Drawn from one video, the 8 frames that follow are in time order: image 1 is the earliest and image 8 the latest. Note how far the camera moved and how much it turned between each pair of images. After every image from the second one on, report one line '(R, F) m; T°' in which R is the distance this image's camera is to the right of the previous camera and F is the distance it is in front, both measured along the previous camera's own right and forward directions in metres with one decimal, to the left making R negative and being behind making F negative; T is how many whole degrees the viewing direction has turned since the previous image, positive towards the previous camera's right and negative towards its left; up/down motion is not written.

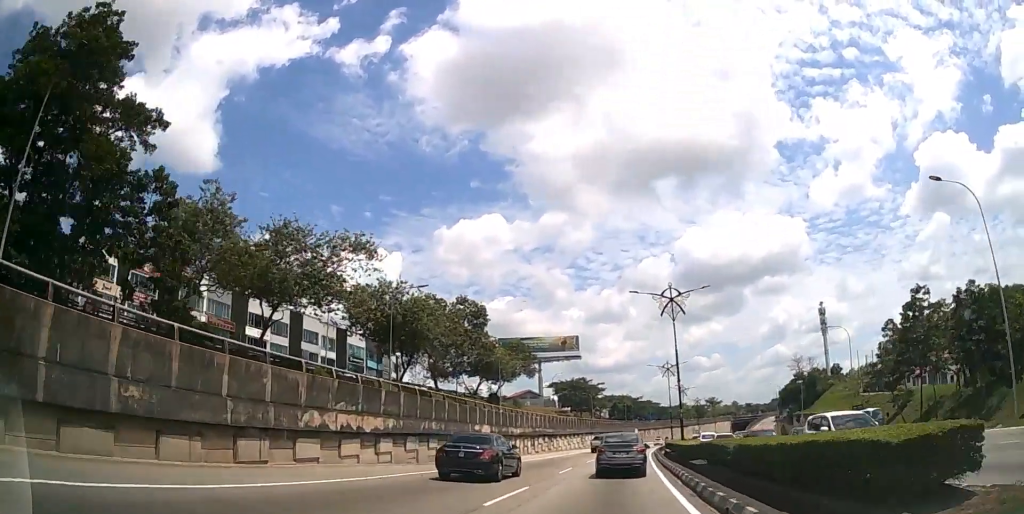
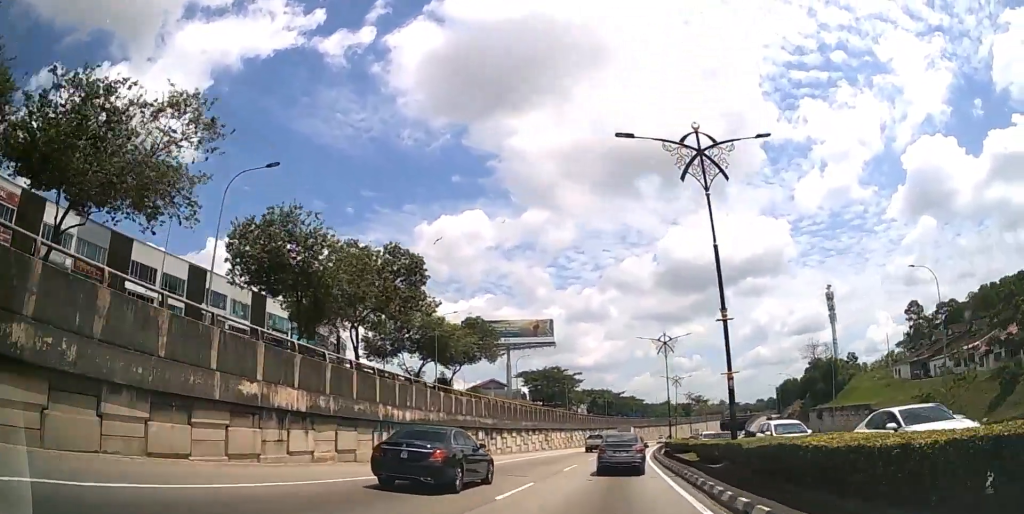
(+0.4, +23.2) m; +2°
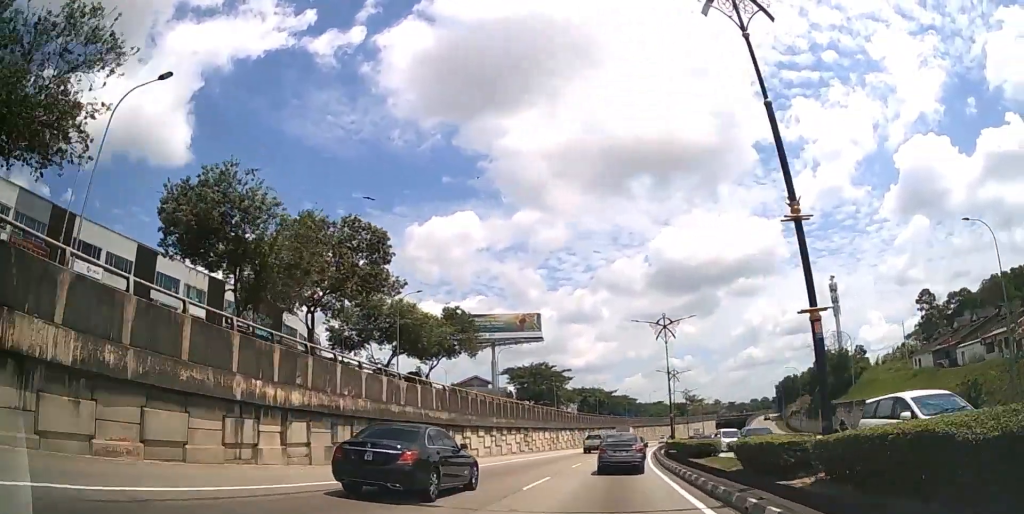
(0.0, +9.4) m; +1°
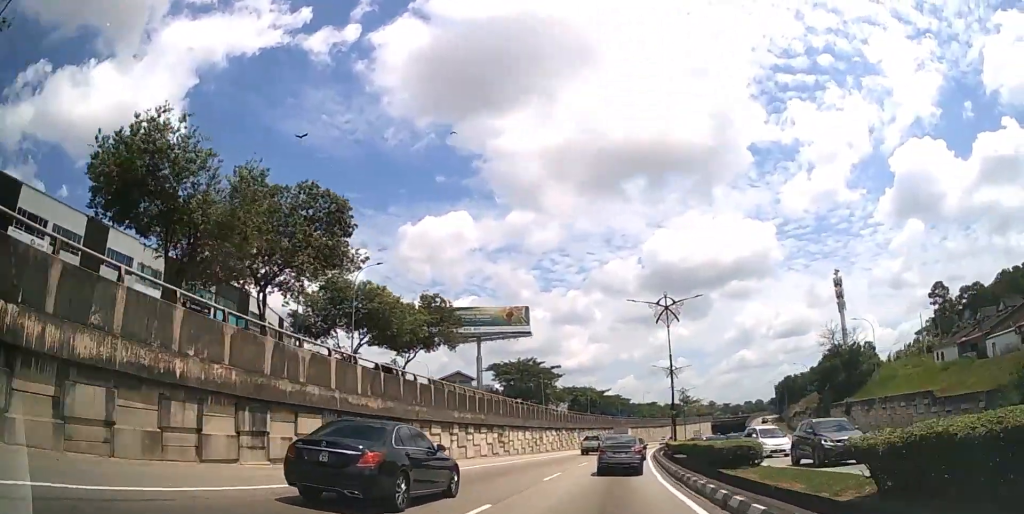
(+0.1, +8.4) m; +1°
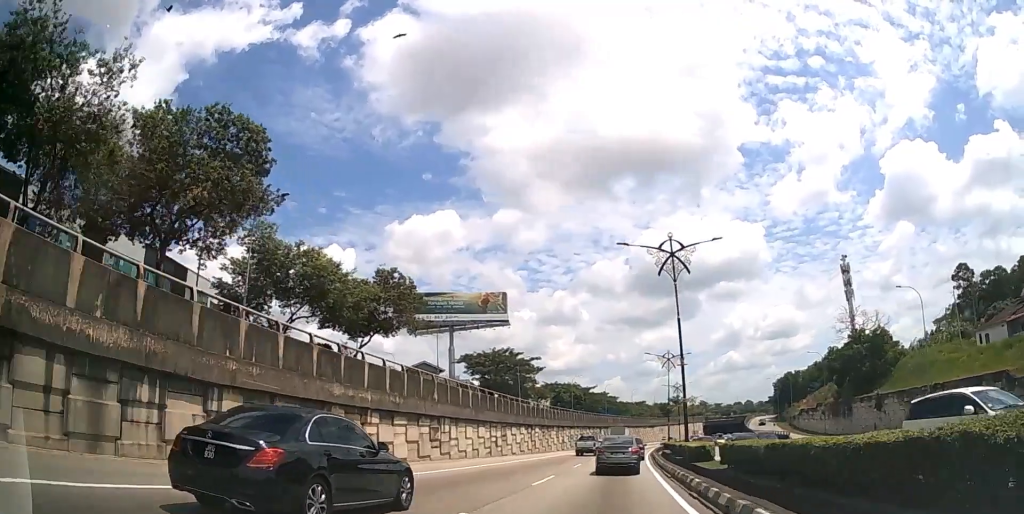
(0.0, +12.9) m; +1°
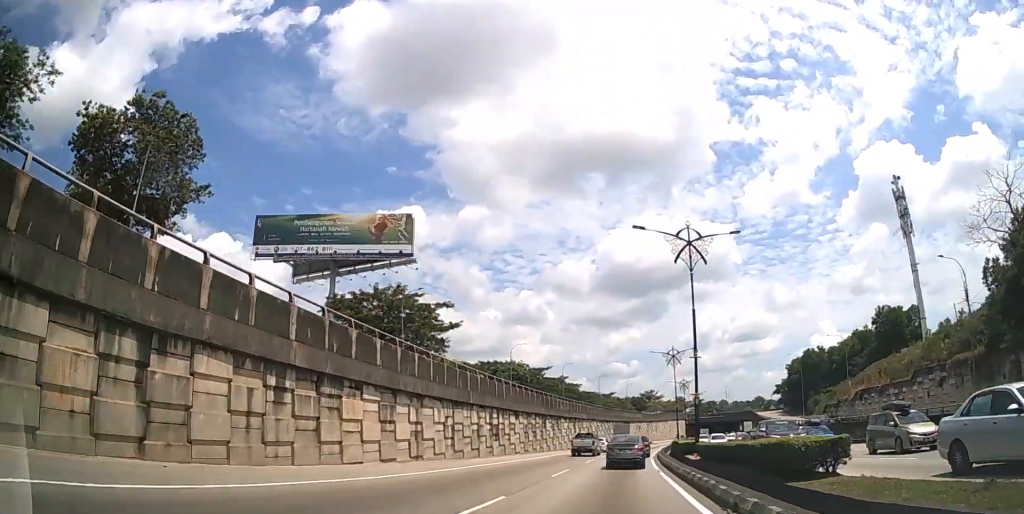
(+1.9, +44.1) m; +4°
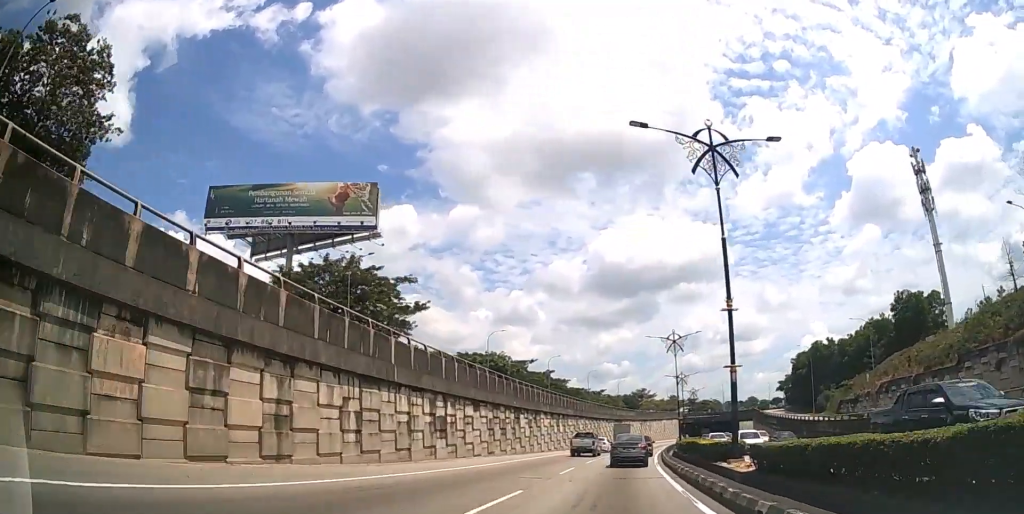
(+0.1, +11.1) m; +1°
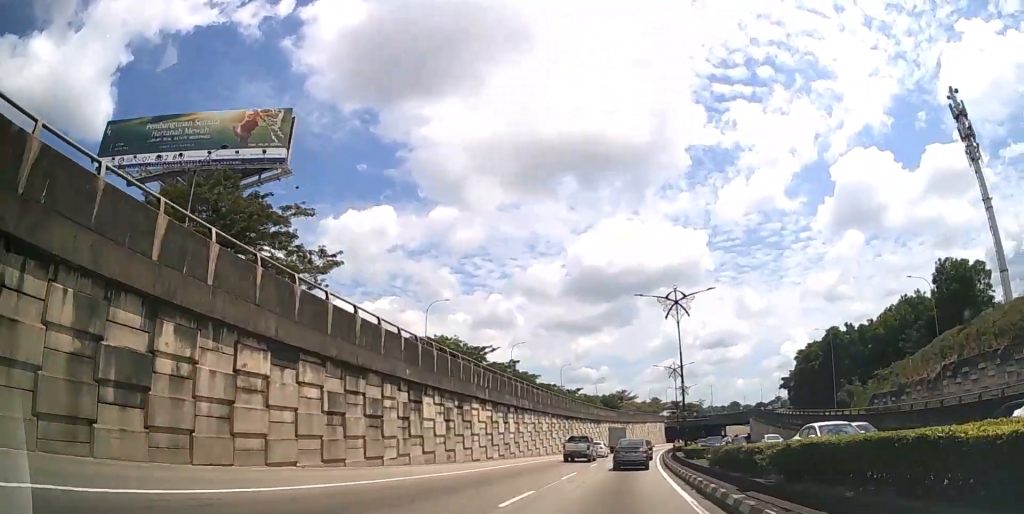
(+0.3, +19.6) m; +2°
